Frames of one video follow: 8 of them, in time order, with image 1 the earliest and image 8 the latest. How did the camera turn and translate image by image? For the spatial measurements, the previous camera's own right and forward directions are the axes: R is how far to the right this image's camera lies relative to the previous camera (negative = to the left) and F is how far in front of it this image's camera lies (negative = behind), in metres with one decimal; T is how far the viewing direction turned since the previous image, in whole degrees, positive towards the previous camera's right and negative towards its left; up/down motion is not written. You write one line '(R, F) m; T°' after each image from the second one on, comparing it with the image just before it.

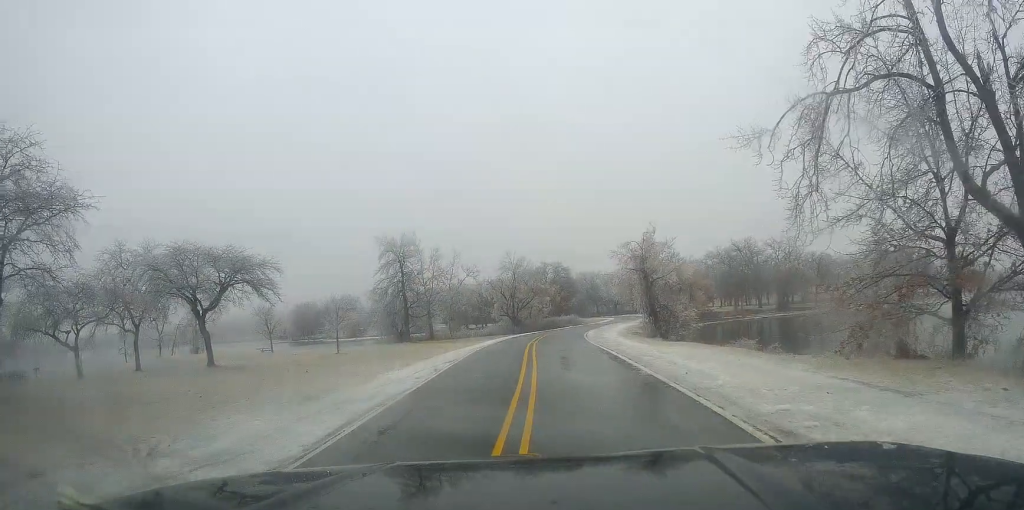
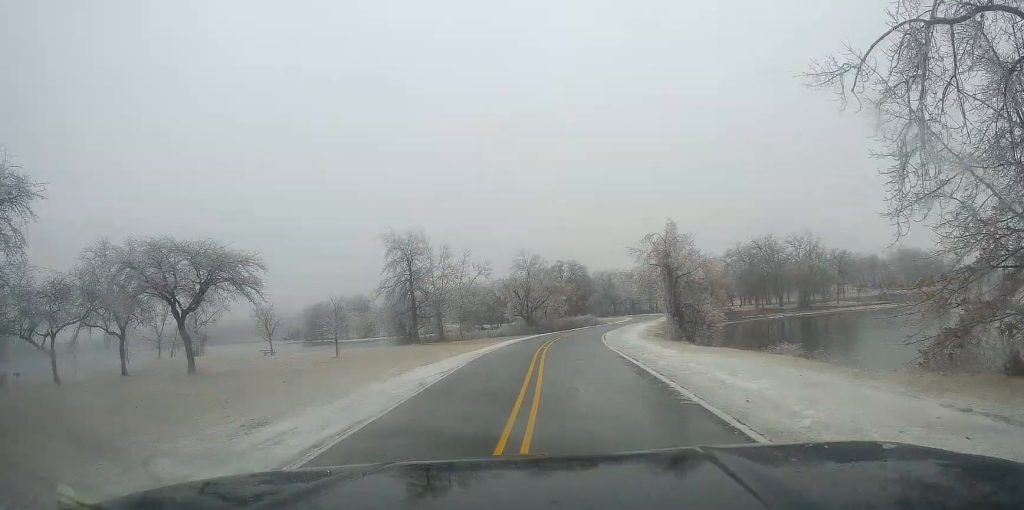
(+0.1, +4.1) m; +1°
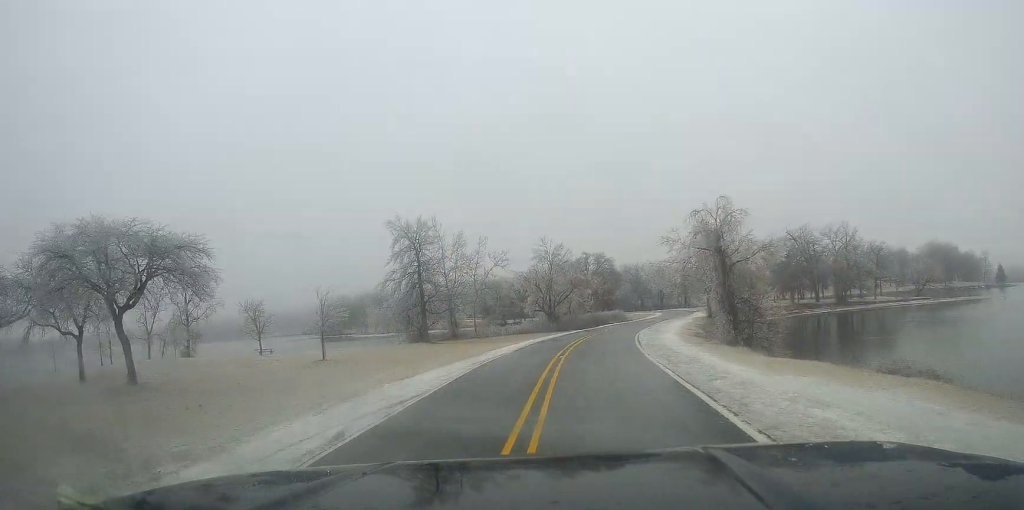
(0.0, +8.1) m; -7°
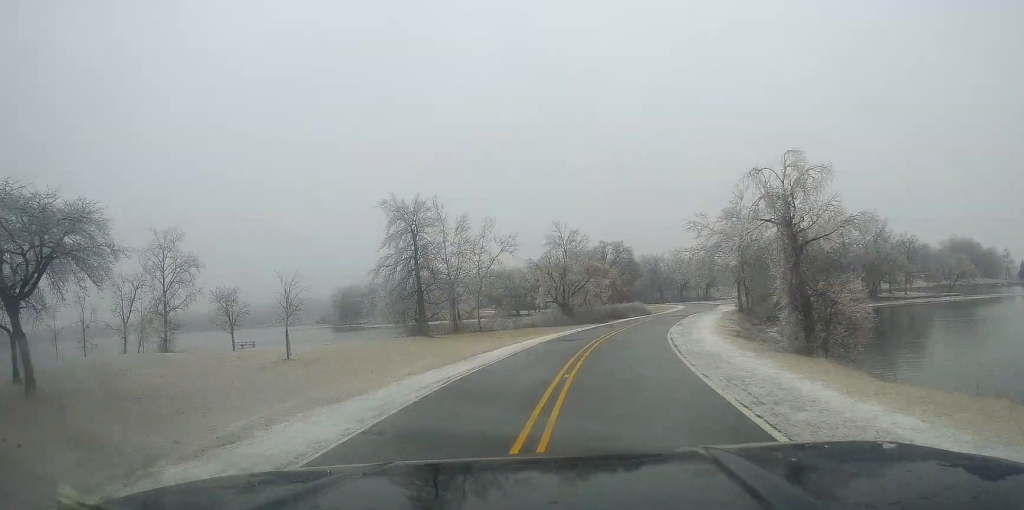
(-1.0, +8.3) m; -5°
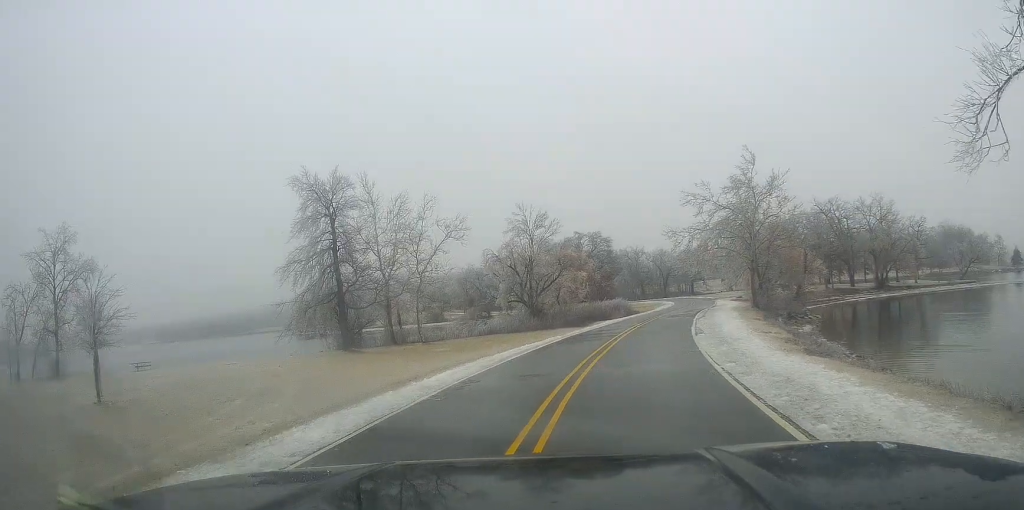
(+1.3, +15.6) m; +10°
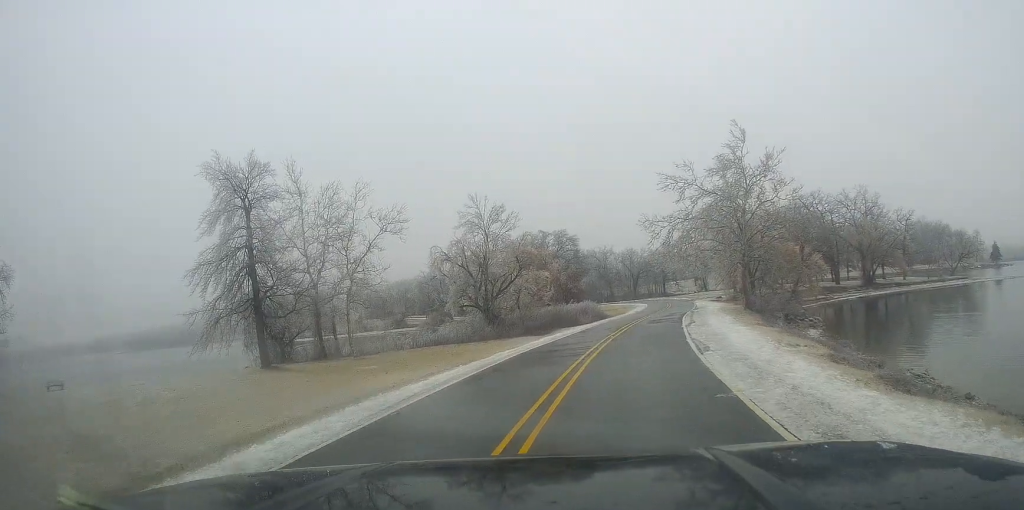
(+0.4, +8.7) m; 0°
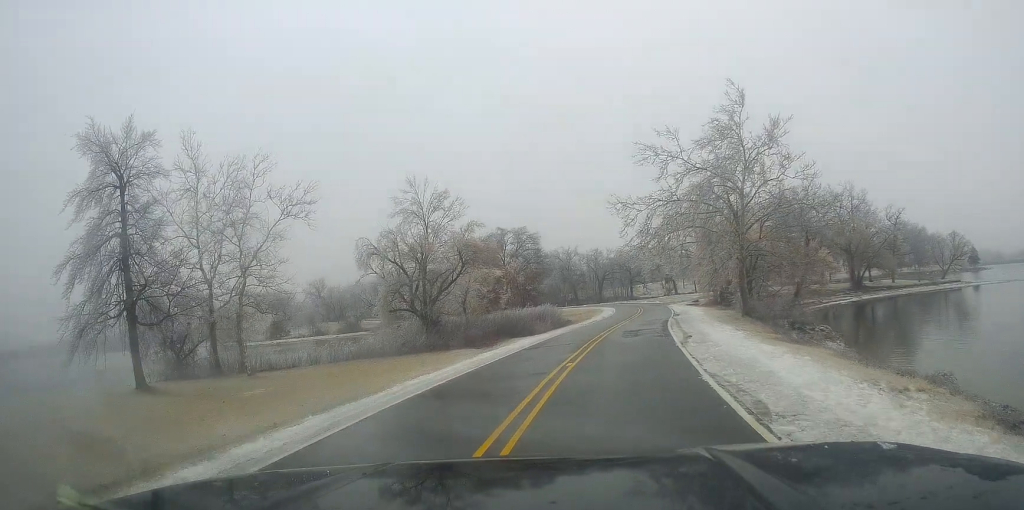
(-0.3, +10.2) m; 0°
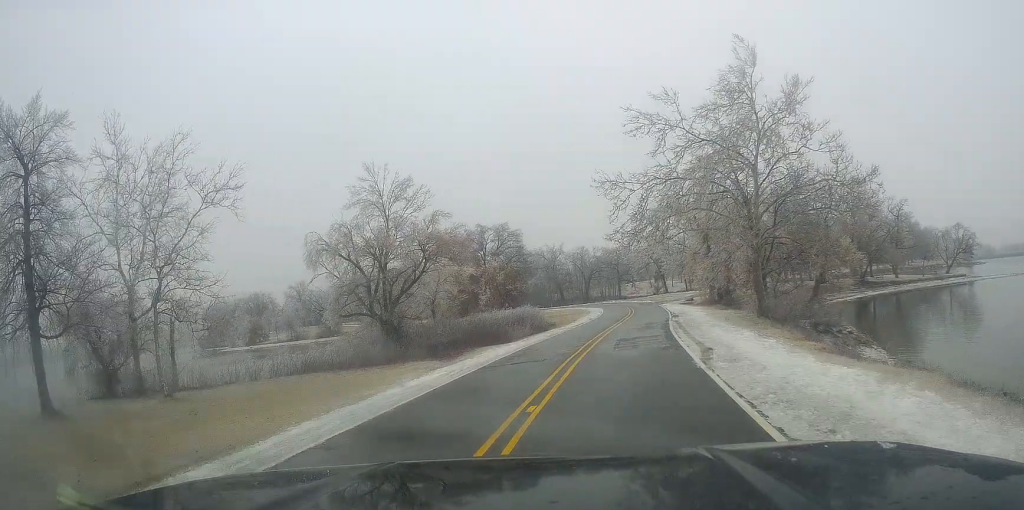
(+0.1, +6.8) m; +2°
